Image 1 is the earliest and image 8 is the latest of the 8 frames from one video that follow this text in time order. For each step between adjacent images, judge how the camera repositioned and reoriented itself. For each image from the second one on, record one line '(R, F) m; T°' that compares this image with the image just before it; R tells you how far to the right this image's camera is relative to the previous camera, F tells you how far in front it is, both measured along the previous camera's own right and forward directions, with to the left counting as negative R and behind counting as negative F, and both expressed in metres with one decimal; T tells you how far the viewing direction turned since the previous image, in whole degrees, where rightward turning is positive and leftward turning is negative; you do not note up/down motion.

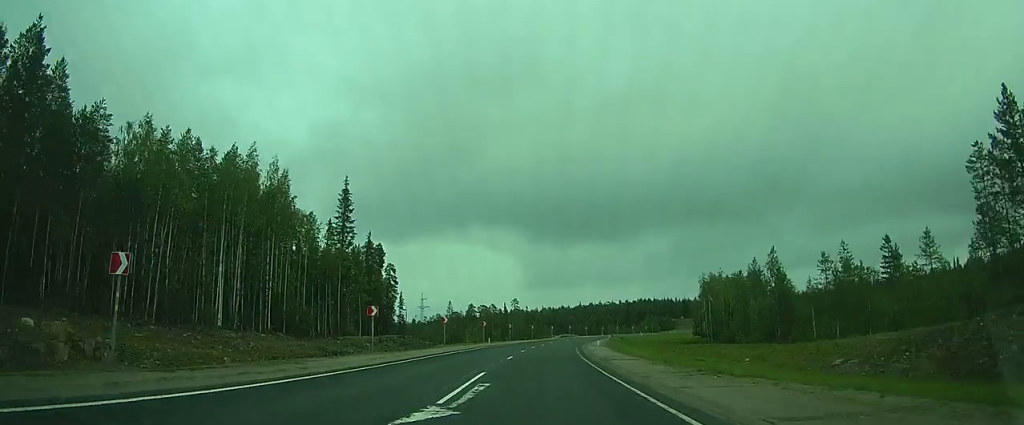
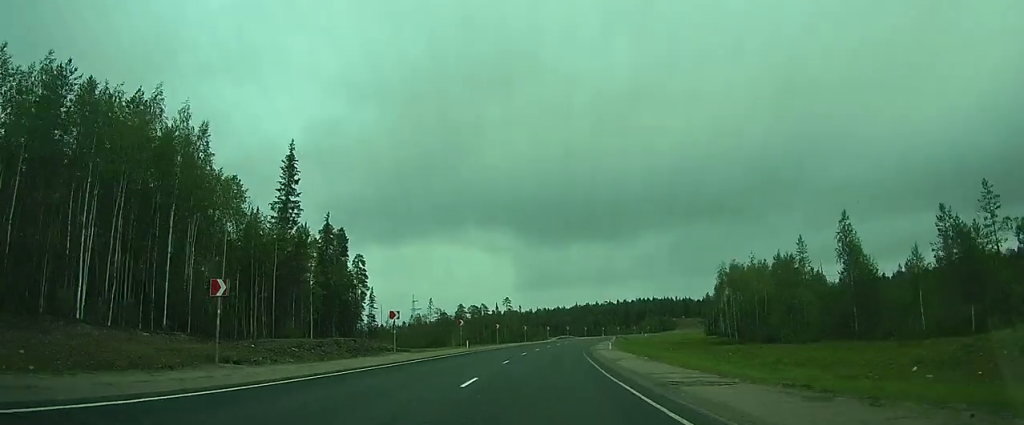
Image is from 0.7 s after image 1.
(+0.6, +19.0) m; +2°
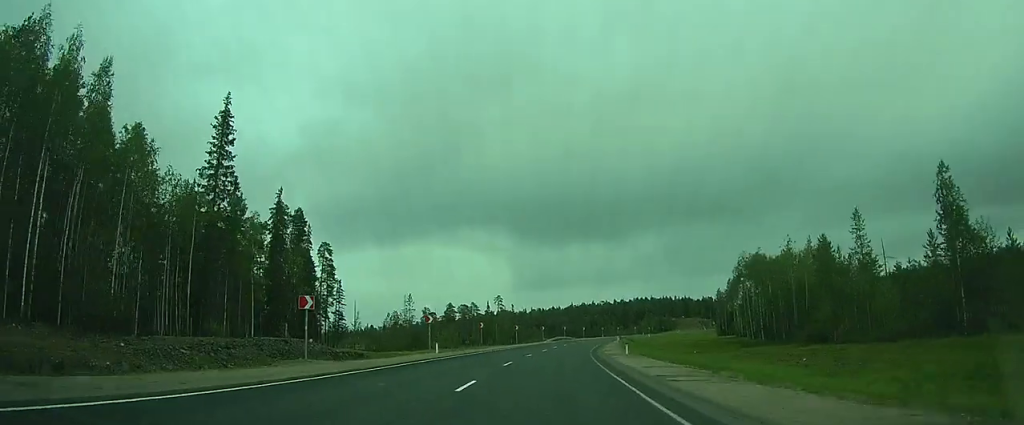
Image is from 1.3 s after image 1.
(+0.3, +15.6) m; +1°
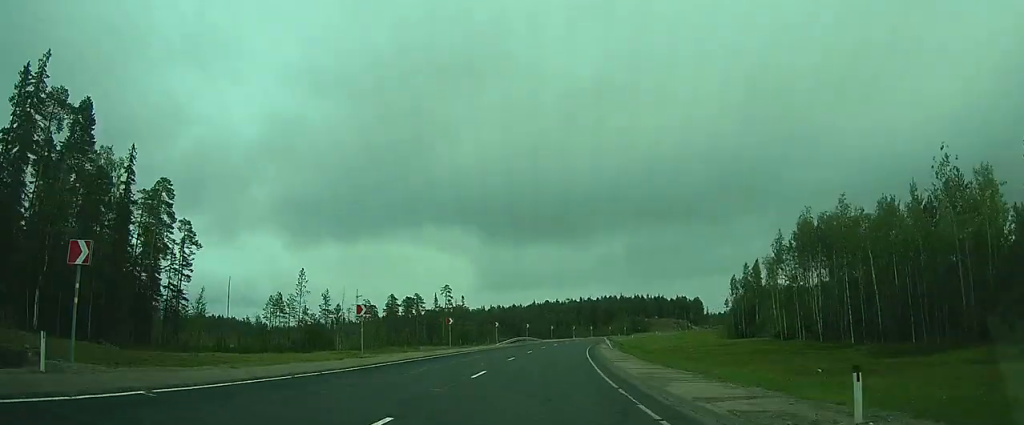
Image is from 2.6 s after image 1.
(-0.9, +38.5) m; -2°
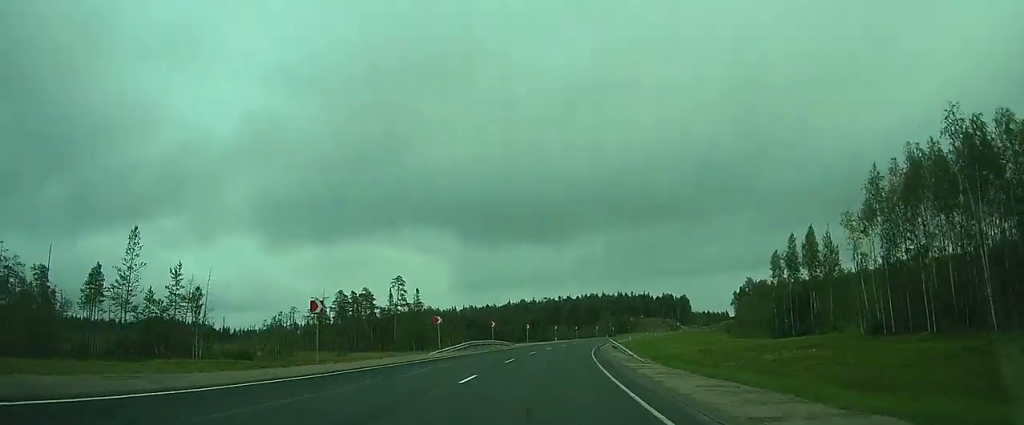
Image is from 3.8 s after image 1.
(-0.1, +32.8) m; +1°
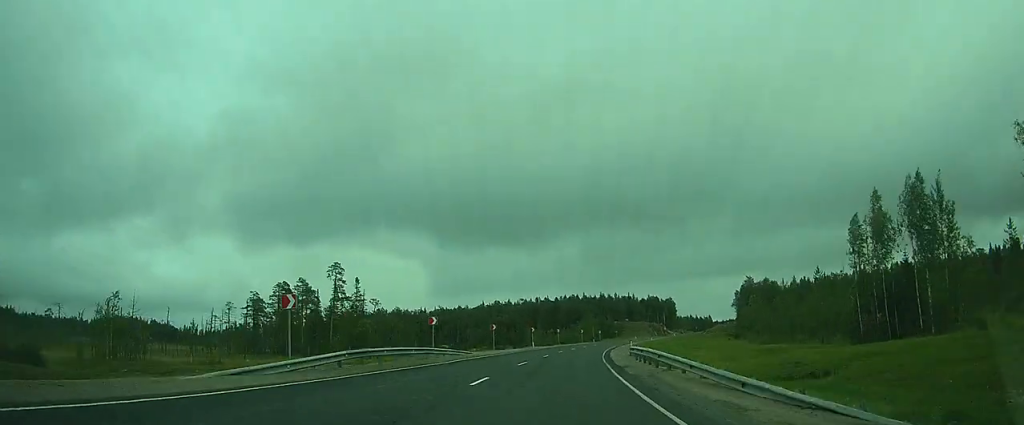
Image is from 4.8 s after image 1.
(+0.6, +30.4) m; +1°
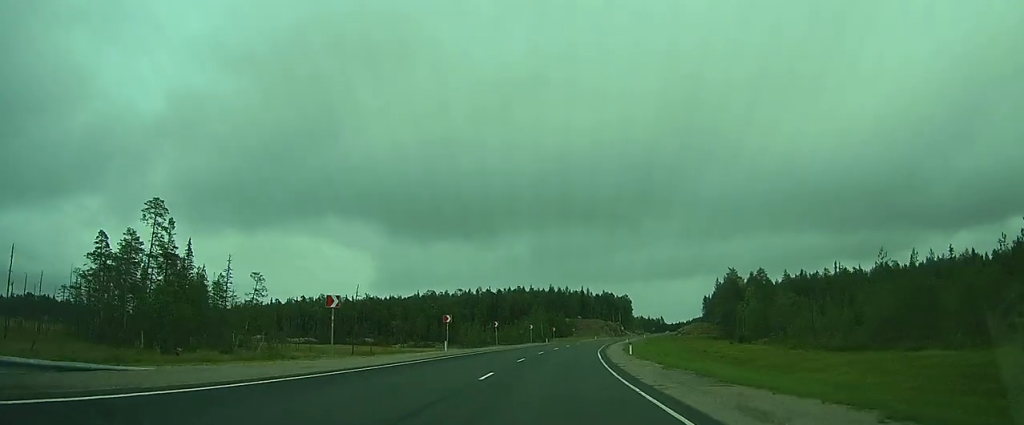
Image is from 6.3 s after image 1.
(-0.6, +45.7) m; -2°
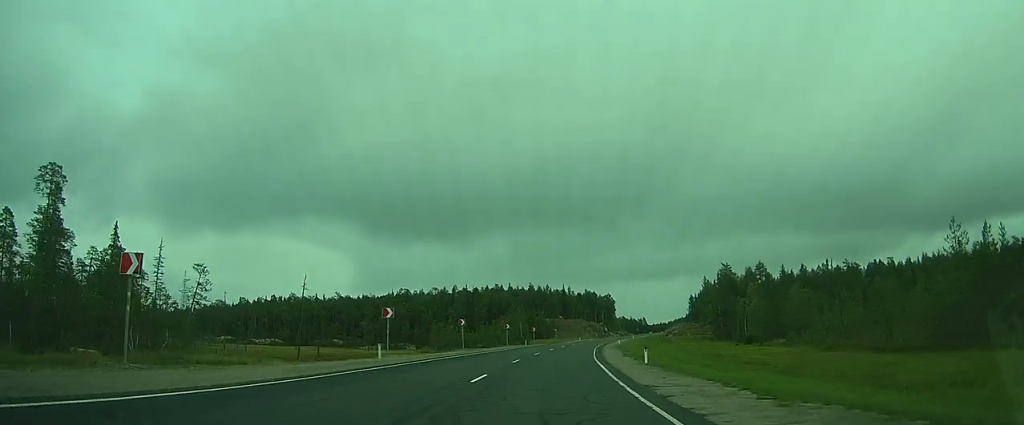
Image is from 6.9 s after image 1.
(0.0, +16.1) m; 0°
